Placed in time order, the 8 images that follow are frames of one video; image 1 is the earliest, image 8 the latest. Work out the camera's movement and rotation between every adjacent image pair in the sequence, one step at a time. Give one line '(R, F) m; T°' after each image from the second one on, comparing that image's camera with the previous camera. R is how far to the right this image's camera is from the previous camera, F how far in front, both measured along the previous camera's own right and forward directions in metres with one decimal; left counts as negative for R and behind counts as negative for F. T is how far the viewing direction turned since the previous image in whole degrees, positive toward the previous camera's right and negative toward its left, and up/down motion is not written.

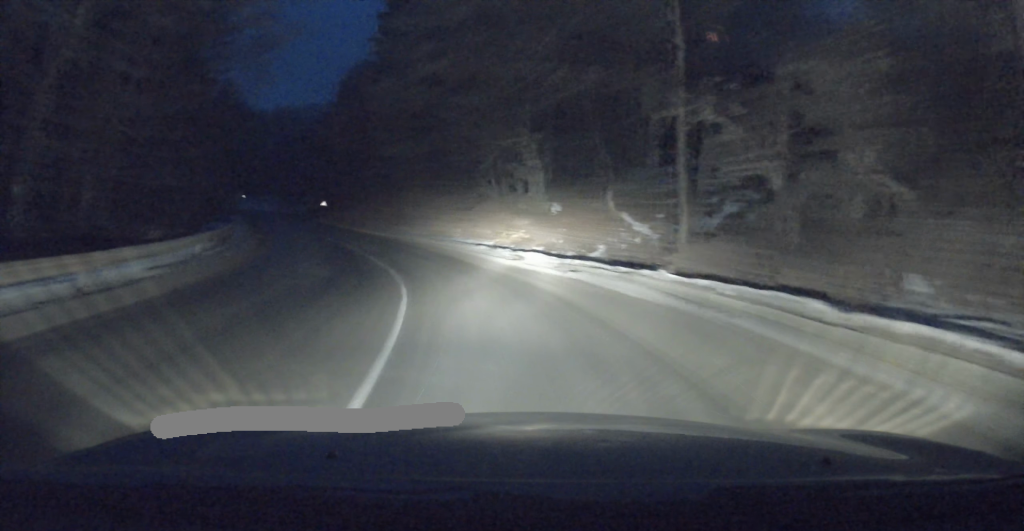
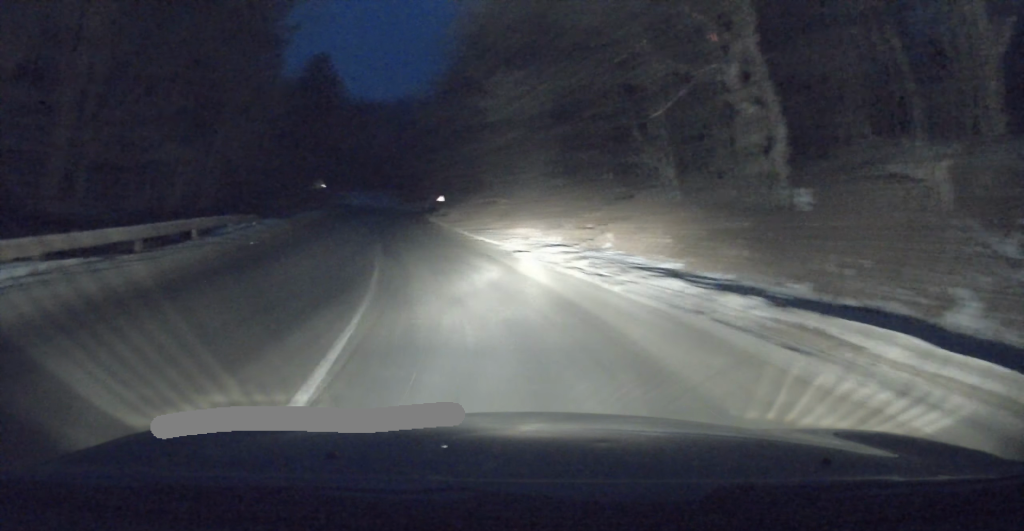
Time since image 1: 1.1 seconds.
(-1.0, +13.3) m; -10°
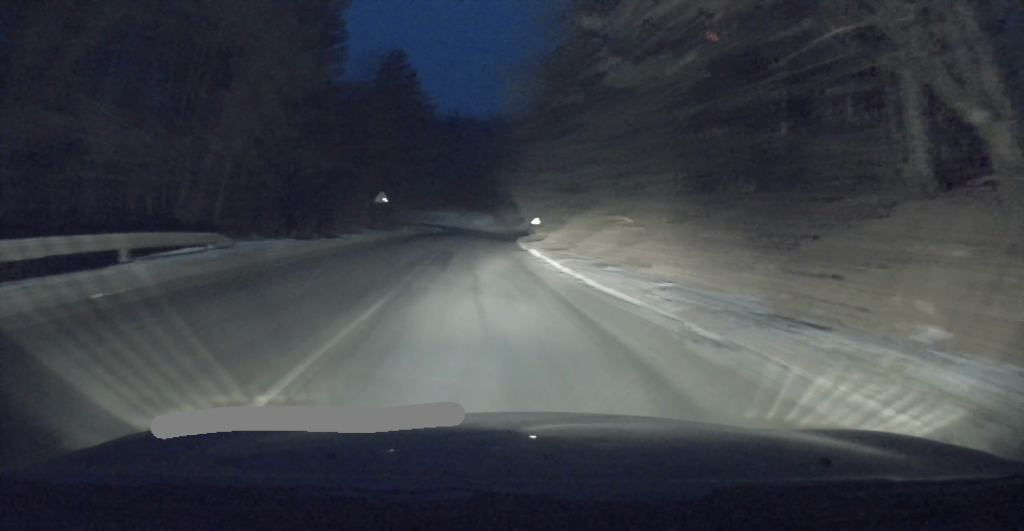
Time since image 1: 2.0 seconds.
(-0.7, +10.5) m; -6°
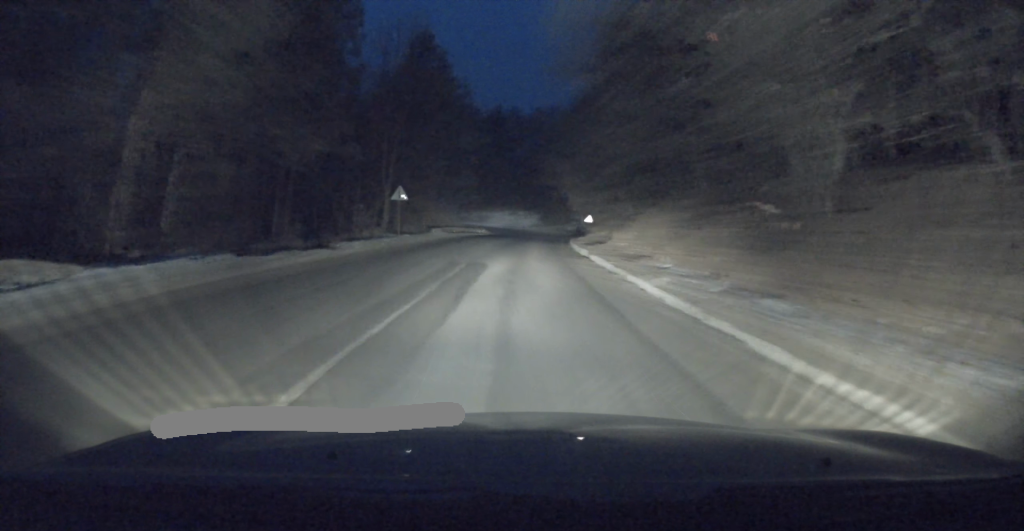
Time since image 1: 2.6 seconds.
(-0.3, +8.2) m; -3°
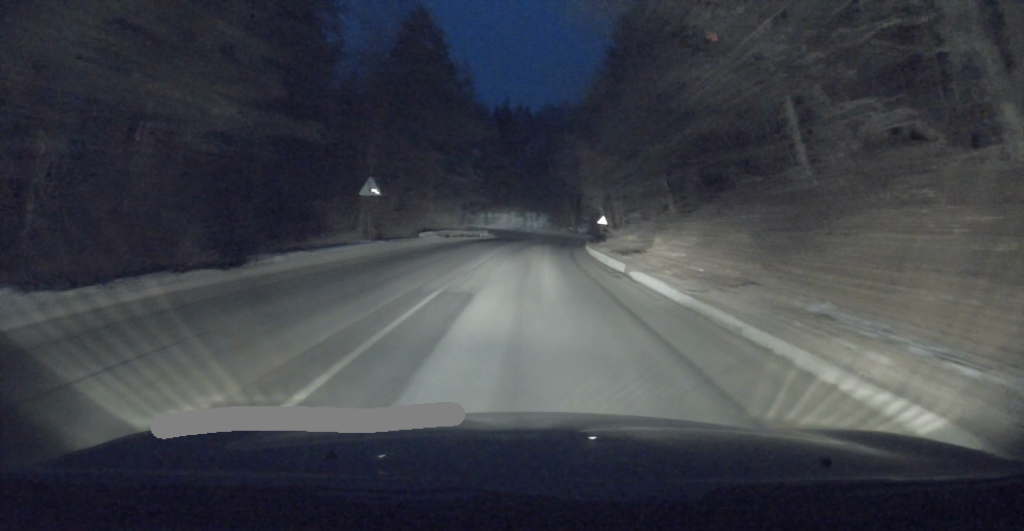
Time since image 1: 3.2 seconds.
(-0.2, +7.4) m; -1°
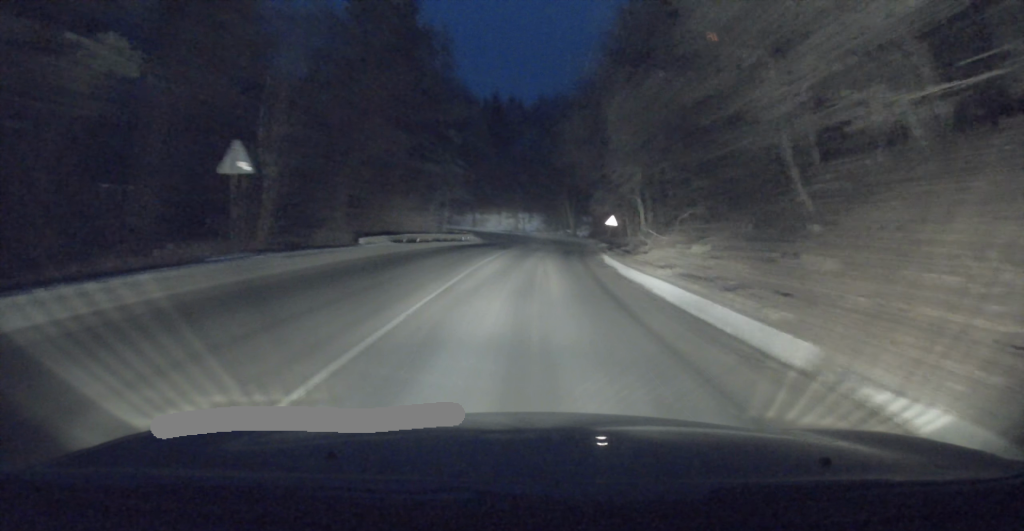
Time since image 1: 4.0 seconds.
(-0.2, +11.2) m; -2°
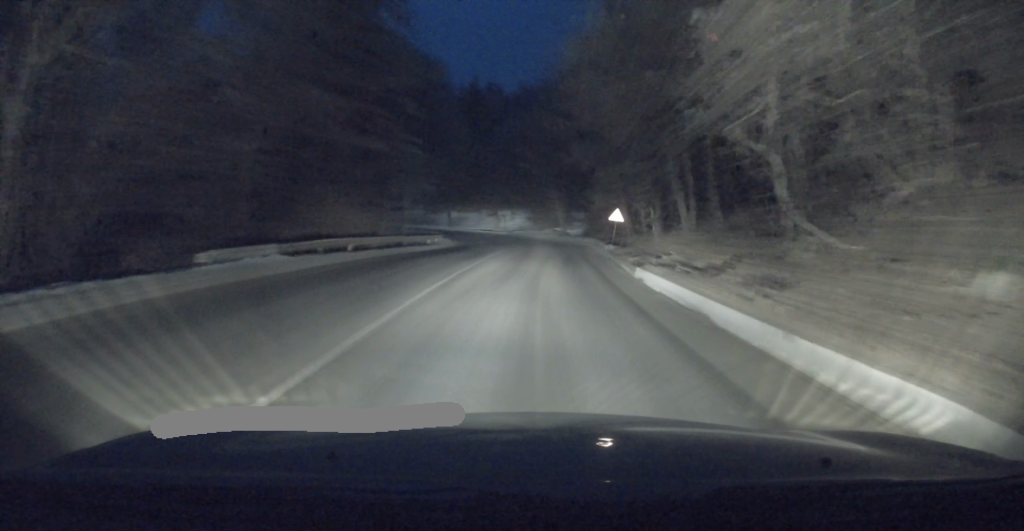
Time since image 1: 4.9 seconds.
(-0.1, +10.7) m; -1°
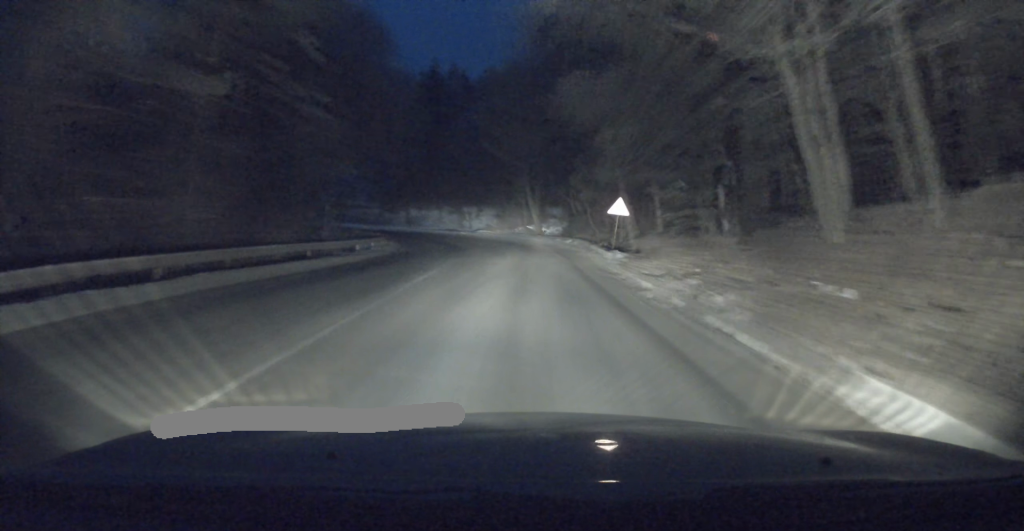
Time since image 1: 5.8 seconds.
(-0.1, +11.4) m; 0°
